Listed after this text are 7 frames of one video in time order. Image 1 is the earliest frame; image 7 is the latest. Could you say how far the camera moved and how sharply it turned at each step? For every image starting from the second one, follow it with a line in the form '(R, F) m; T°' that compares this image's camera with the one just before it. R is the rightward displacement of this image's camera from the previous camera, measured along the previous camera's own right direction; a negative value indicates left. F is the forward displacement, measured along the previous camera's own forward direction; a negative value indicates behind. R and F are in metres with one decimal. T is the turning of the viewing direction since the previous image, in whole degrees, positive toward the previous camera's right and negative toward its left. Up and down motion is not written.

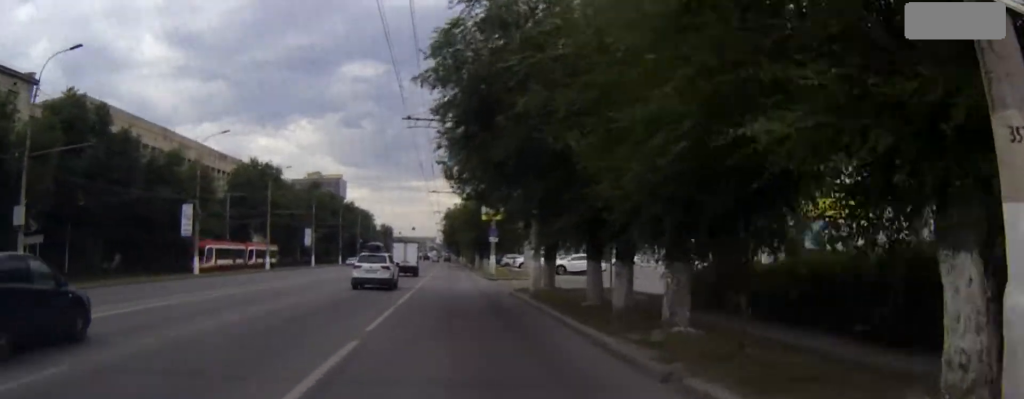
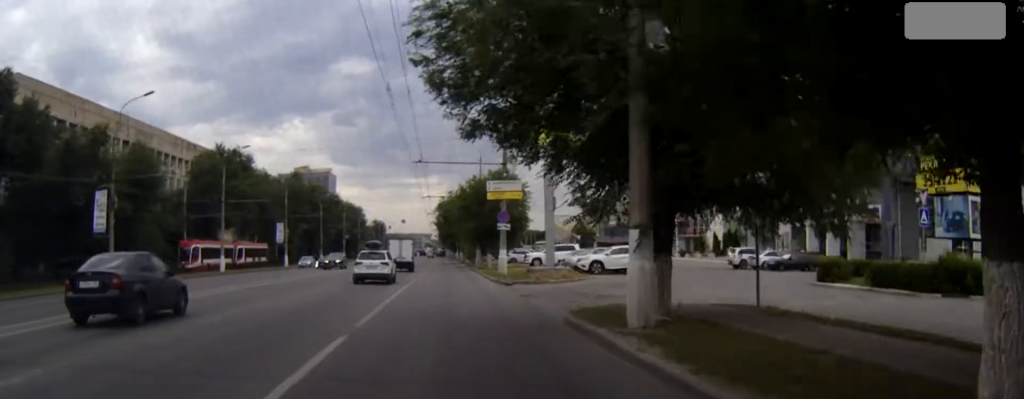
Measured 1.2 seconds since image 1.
(0.0, +16.3) m; 0°
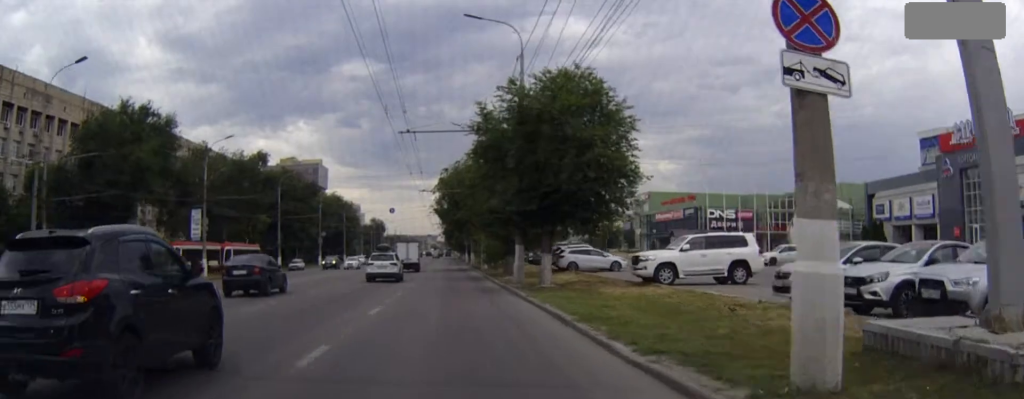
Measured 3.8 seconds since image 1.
(+0.1, +36.2) m; 0°
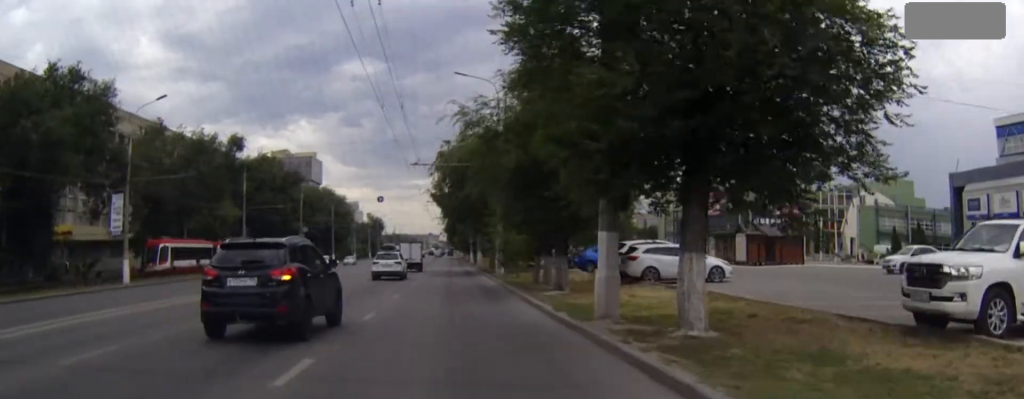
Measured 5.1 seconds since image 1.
(-0.1, +17.3) m; 0°
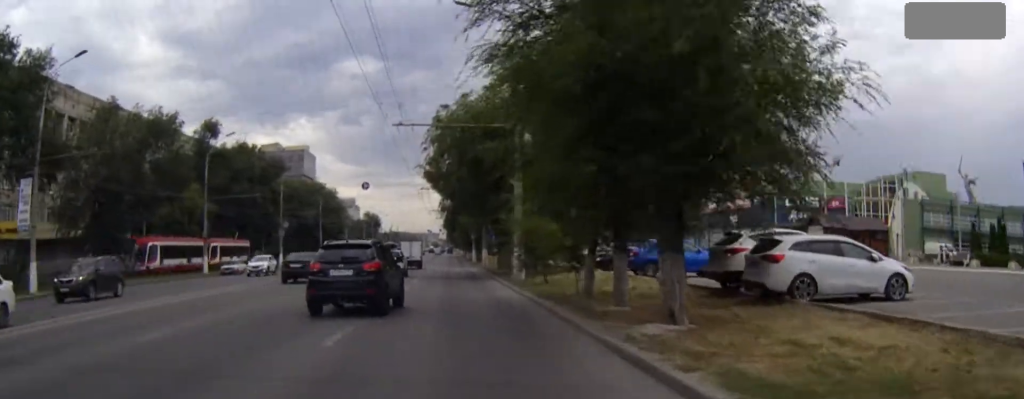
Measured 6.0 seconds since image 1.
(0.0, +12.7) m; 0°
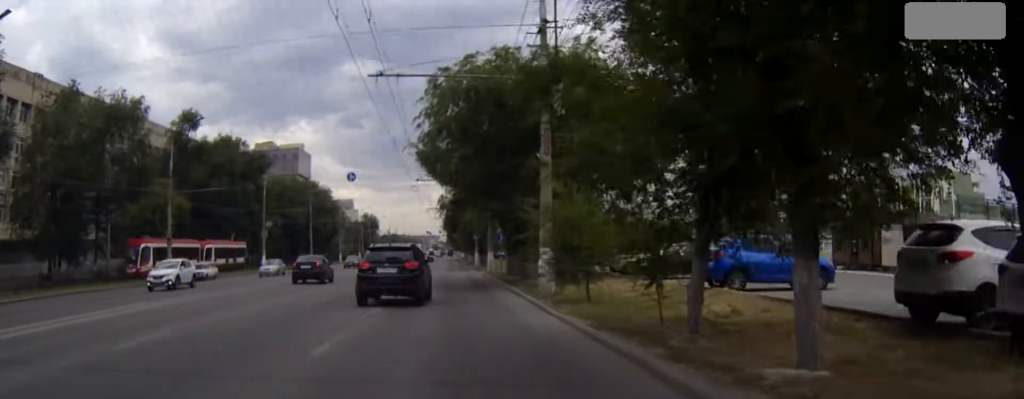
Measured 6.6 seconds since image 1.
(0.0, +8.9) m; 0°
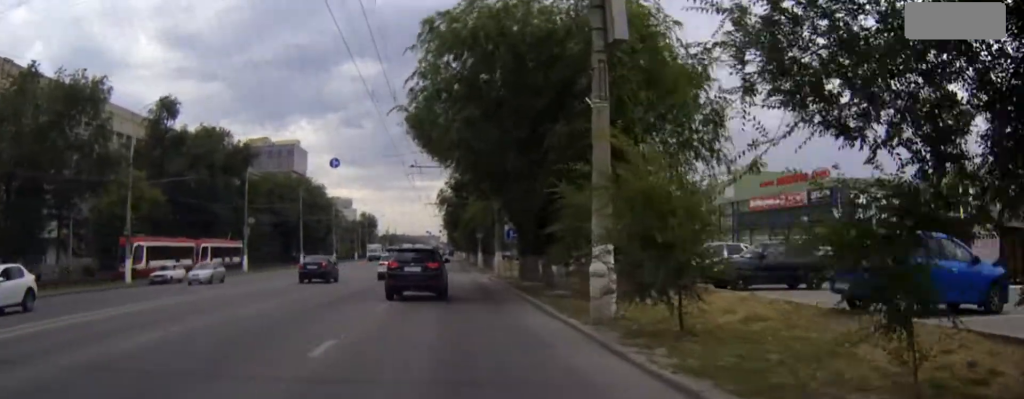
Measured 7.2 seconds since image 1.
(0.0, +8.0) m; 0°
